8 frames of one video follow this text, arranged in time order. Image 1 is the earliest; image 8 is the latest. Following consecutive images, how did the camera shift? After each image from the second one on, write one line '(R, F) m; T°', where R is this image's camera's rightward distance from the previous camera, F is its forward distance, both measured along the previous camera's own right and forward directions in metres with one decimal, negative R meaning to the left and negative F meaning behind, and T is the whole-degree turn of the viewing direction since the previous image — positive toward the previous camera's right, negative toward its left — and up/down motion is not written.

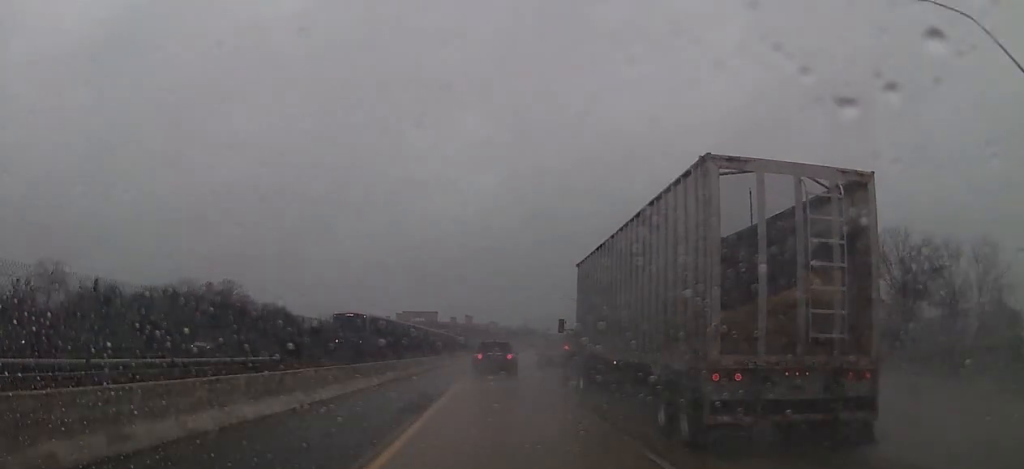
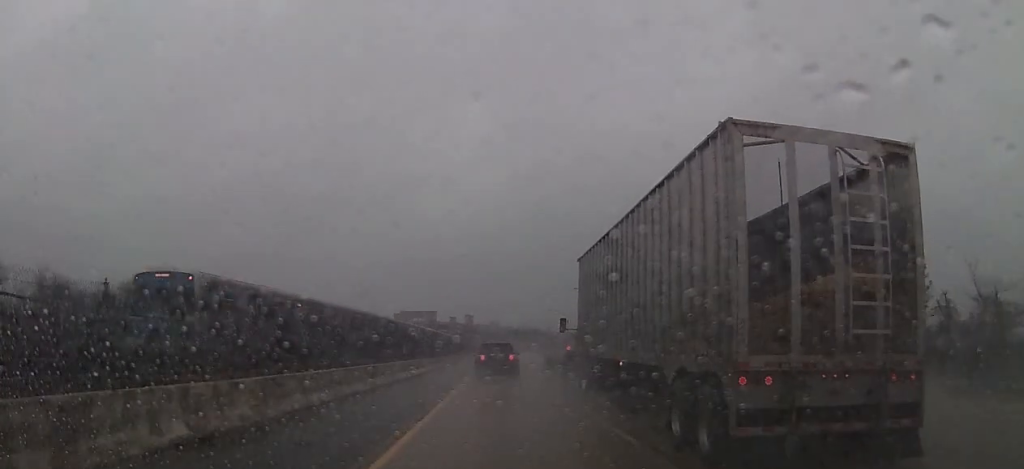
(0.0, +19.8) m; 0°
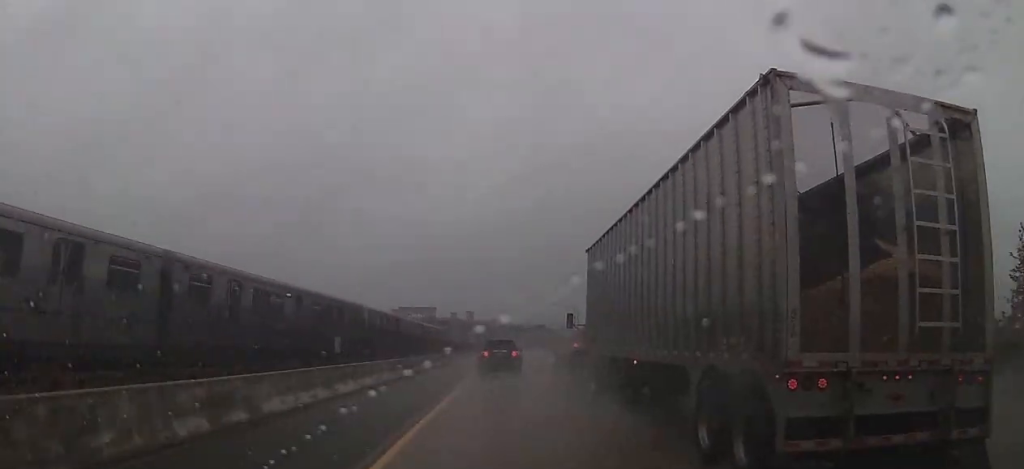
(+0.2, +18.9) m; +1°
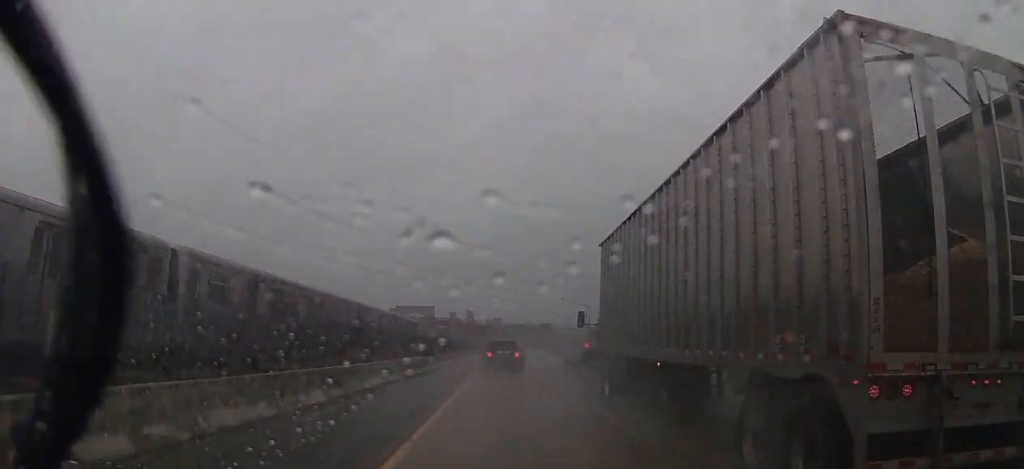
(-0.1, +17.0) m; 0°
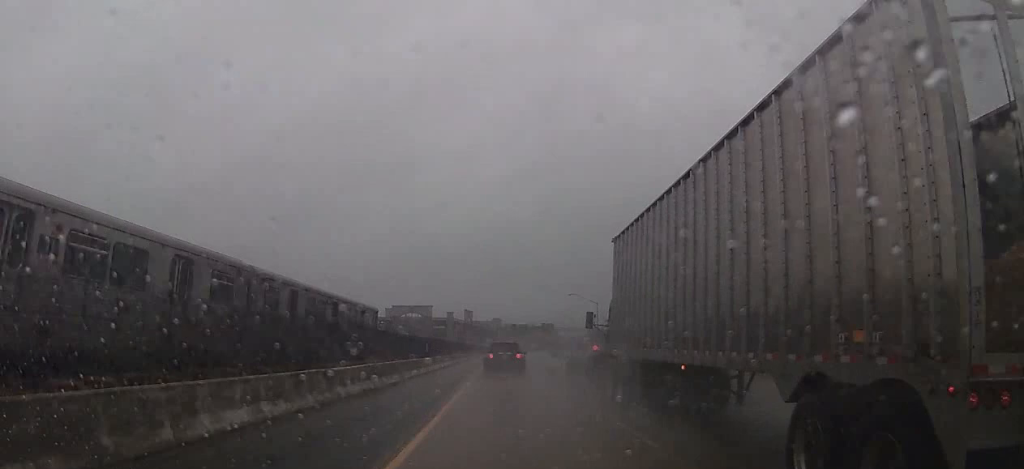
(0.0, +13.2) m; 0°
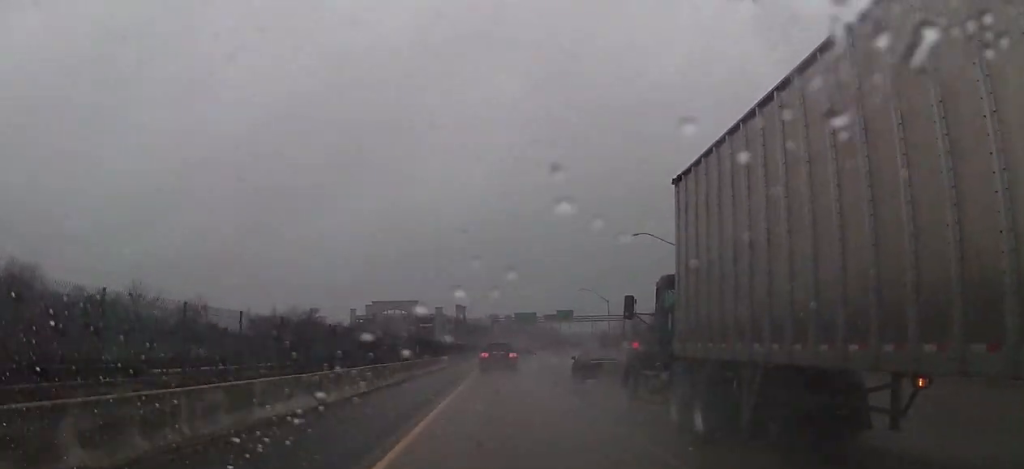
(+0.1, +64.7) m; 0°
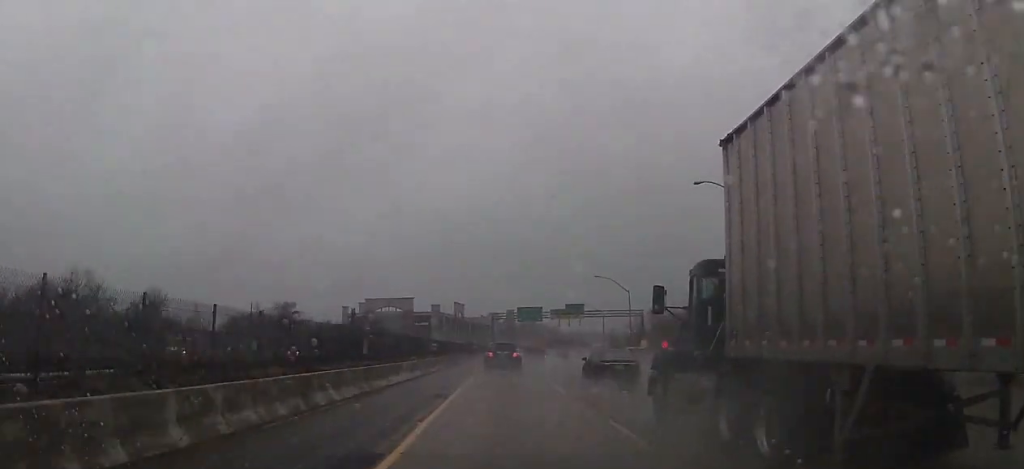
(0.0, +18.9) m; 0°
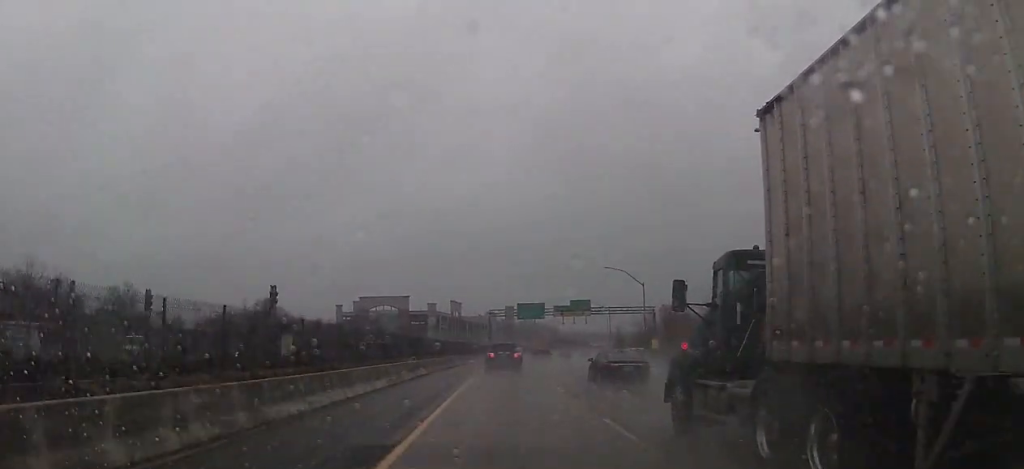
(-0.1, +12.4) m; 0°
